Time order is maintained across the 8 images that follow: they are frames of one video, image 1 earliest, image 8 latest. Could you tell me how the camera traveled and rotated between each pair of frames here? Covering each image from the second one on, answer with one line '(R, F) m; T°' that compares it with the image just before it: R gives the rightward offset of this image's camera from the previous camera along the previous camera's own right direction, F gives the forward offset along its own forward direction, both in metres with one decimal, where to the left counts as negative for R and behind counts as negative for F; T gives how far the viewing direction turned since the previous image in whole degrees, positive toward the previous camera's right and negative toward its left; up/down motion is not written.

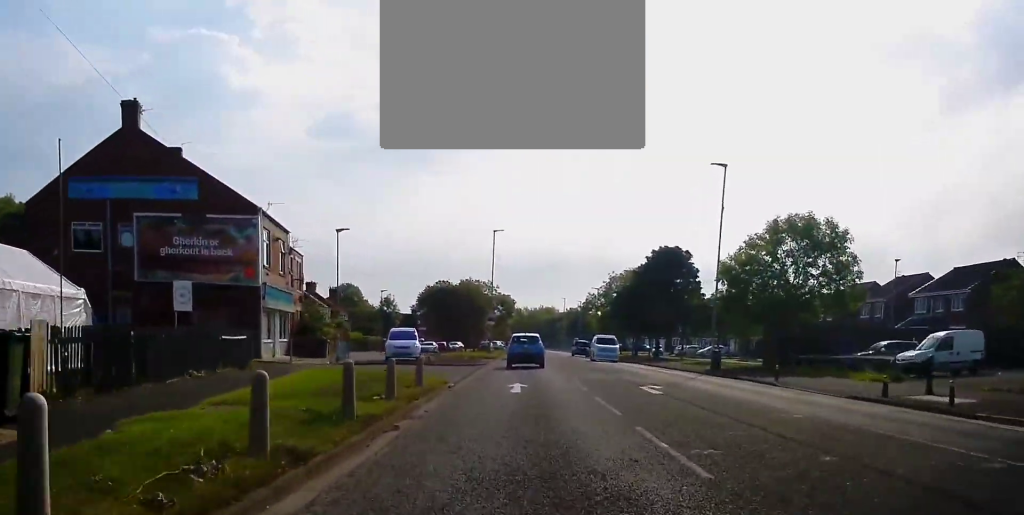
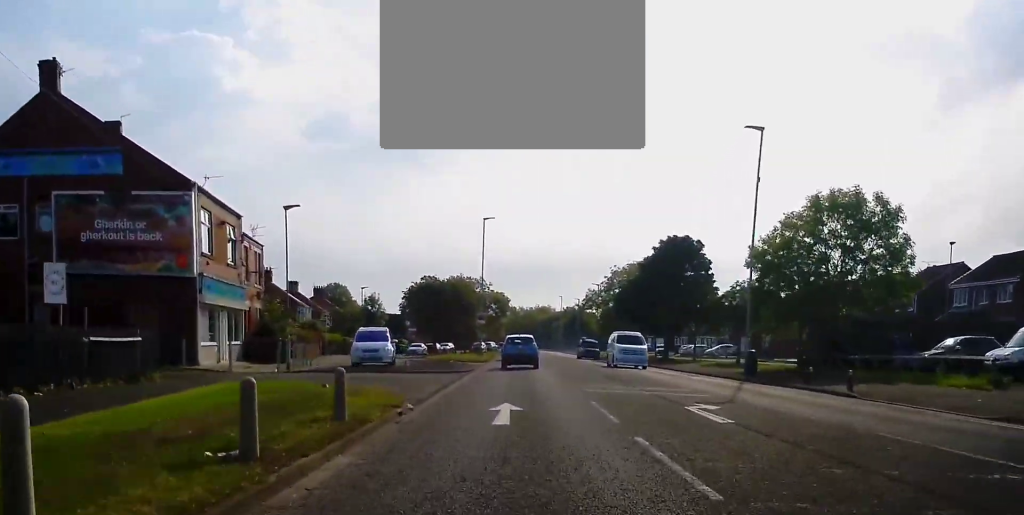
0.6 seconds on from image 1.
(+0.2, +7.3) m; -1°
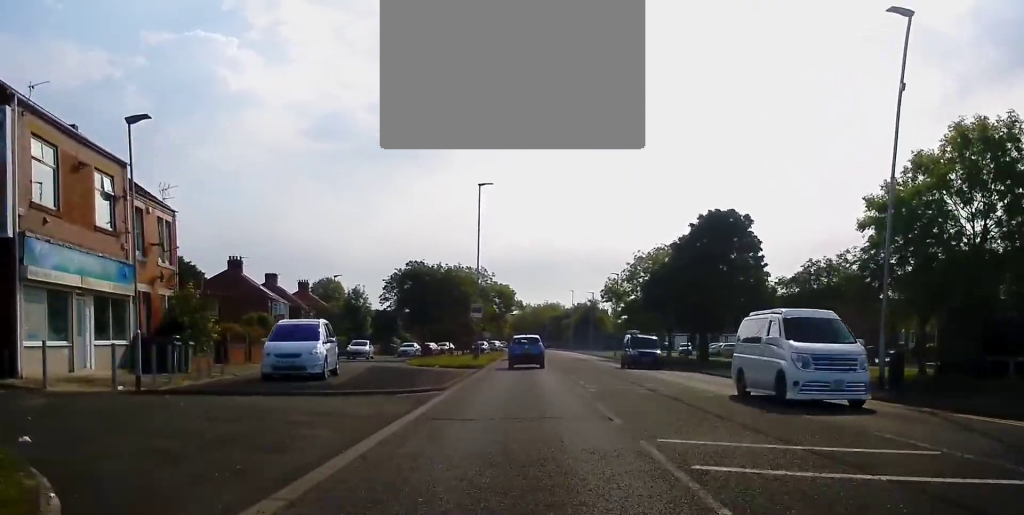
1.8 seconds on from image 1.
(-0.5, +12.7) m; -3°
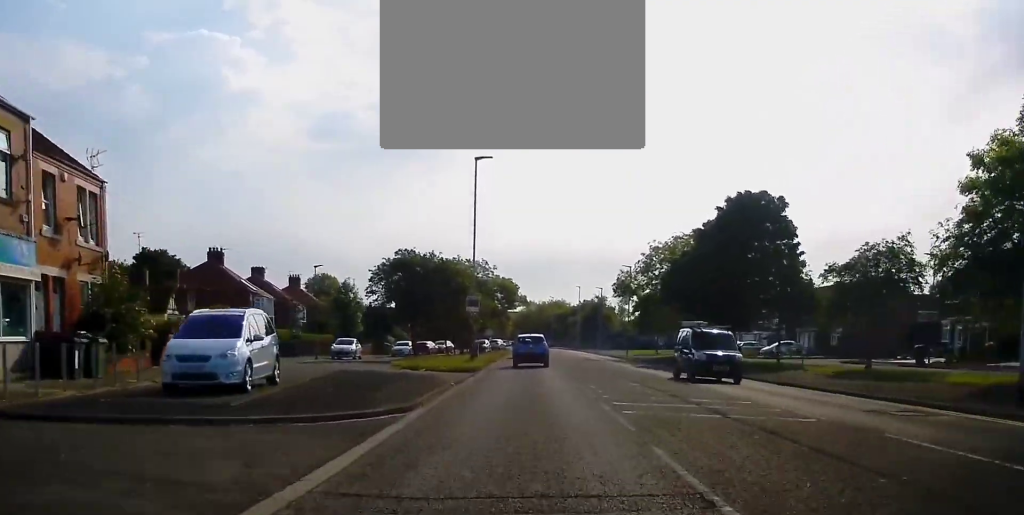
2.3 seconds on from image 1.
(0.0, +6.5) m; +1°
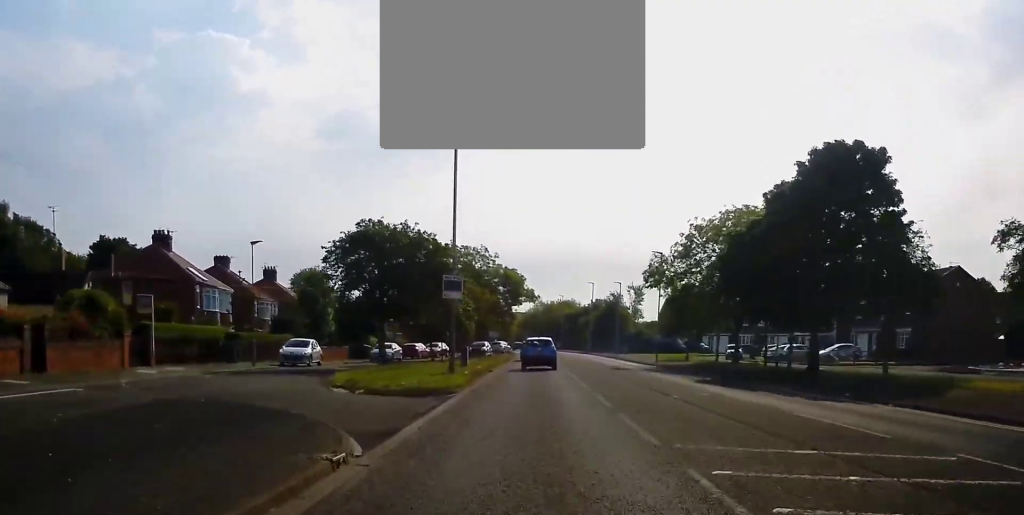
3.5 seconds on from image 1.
(+0.4, +13.5) m; +3°
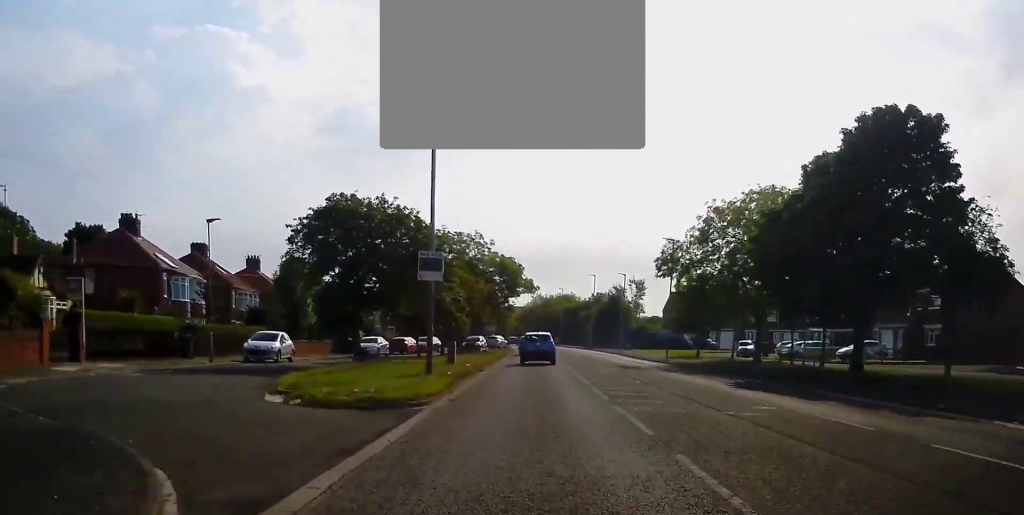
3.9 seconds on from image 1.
(+0.1, +5.2) m; 0°
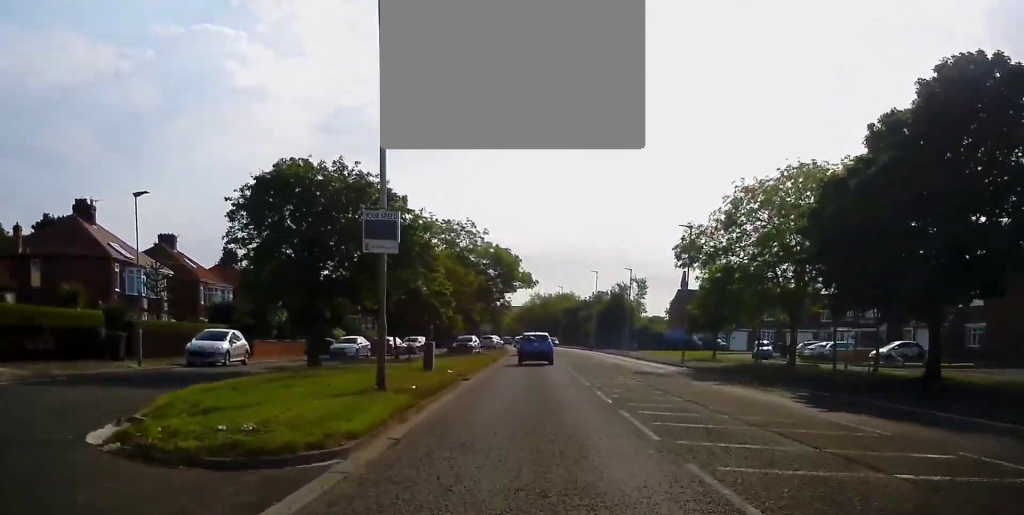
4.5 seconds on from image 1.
(0.0, +6.7) m; -2°
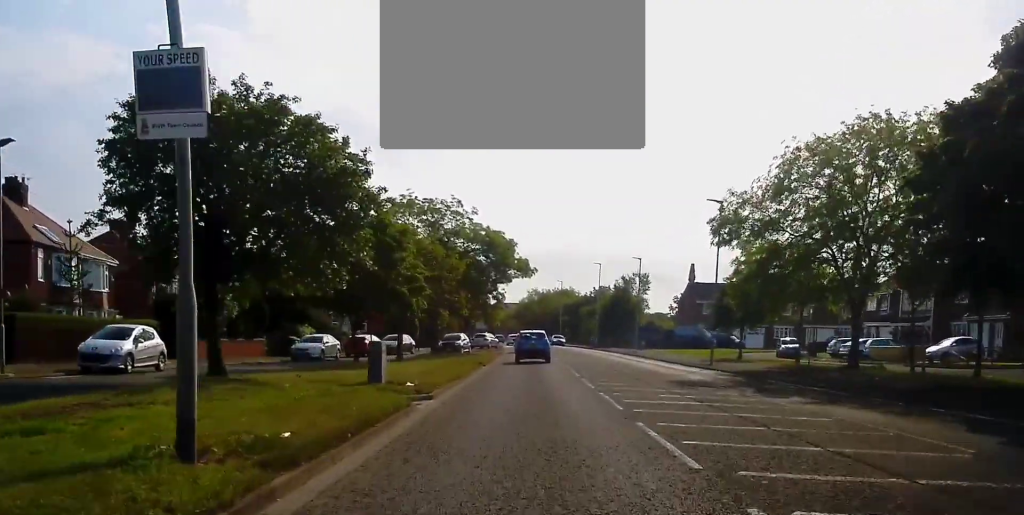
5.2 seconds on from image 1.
(-0.2, +8.2) m; -1°
